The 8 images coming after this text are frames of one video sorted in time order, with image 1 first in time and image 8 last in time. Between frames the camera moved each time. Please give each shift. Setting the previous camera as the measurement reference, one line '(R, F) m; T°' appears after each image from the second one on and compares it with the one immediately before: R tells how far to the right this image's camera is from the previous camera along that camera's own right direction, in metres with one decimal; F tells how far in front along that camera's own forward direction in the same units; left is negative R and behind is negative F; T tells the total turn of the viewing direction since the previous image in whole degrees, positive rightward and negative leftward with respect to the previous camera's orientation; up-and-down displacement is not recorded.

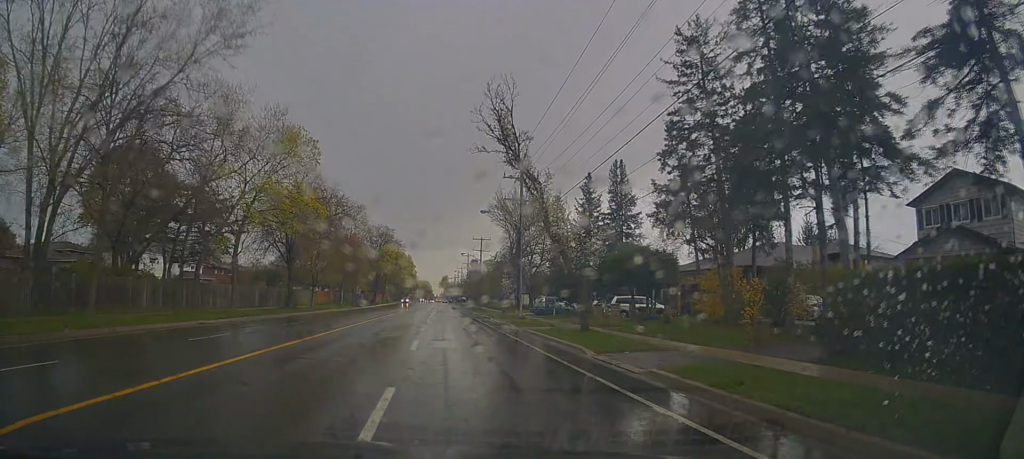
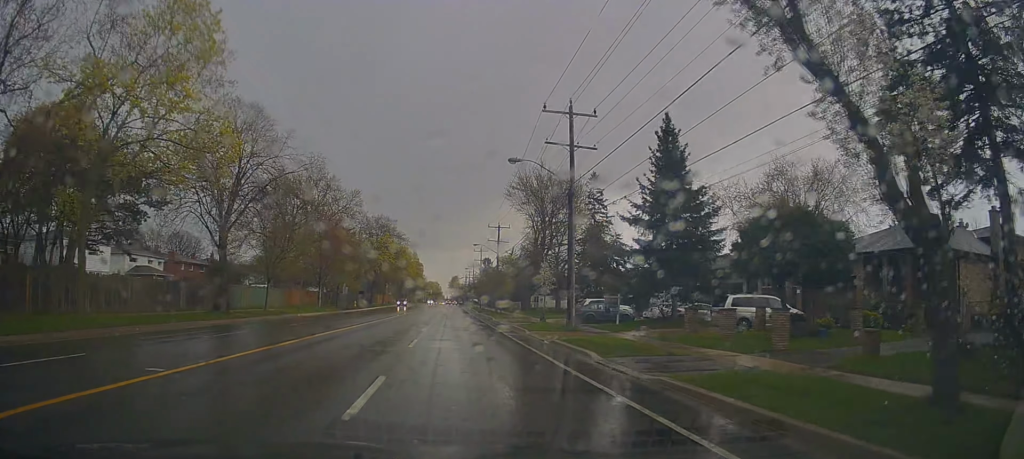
(+0.3, +16.9) m; 0°
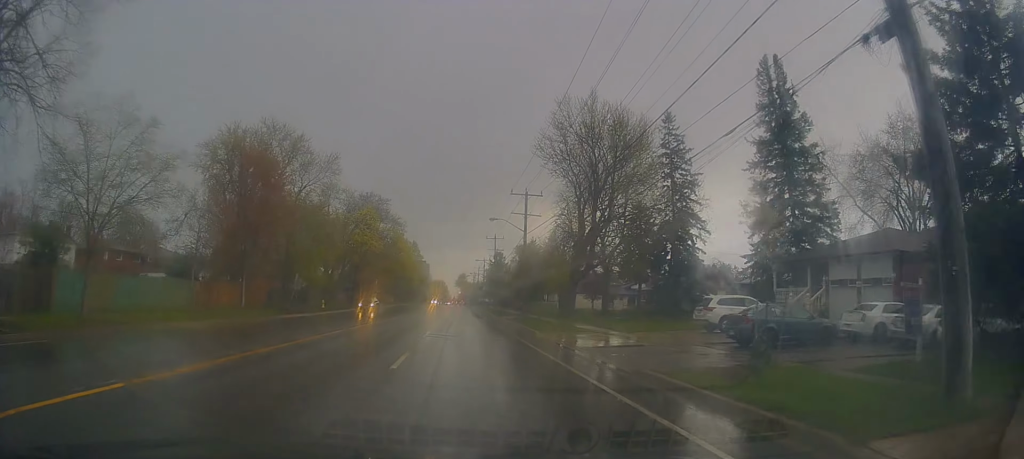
(-0.2, +22.4) m; 0°
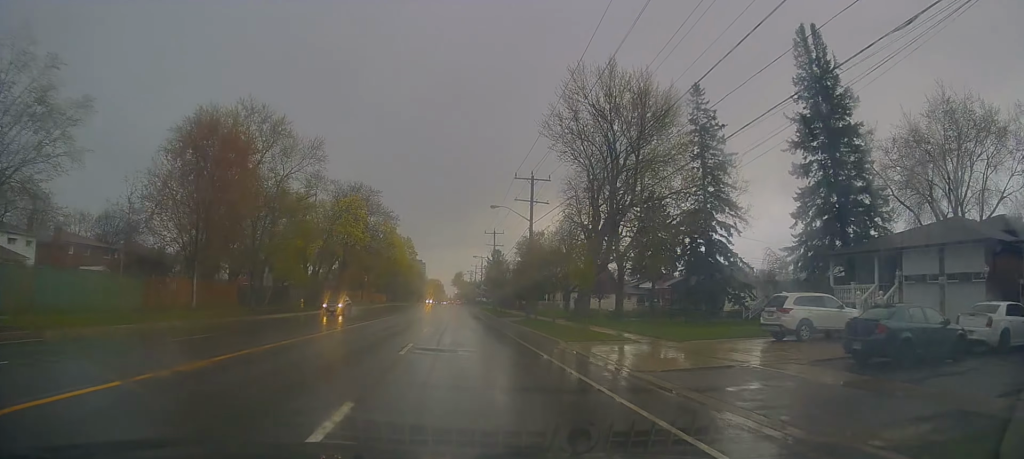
(+0.2, +6.5) m; 0°
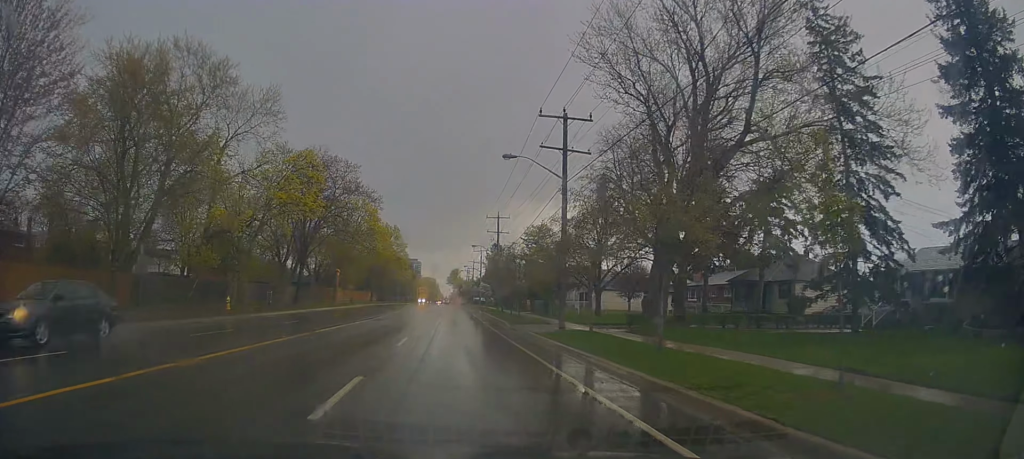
(-0.3, +16.0) m; +1°
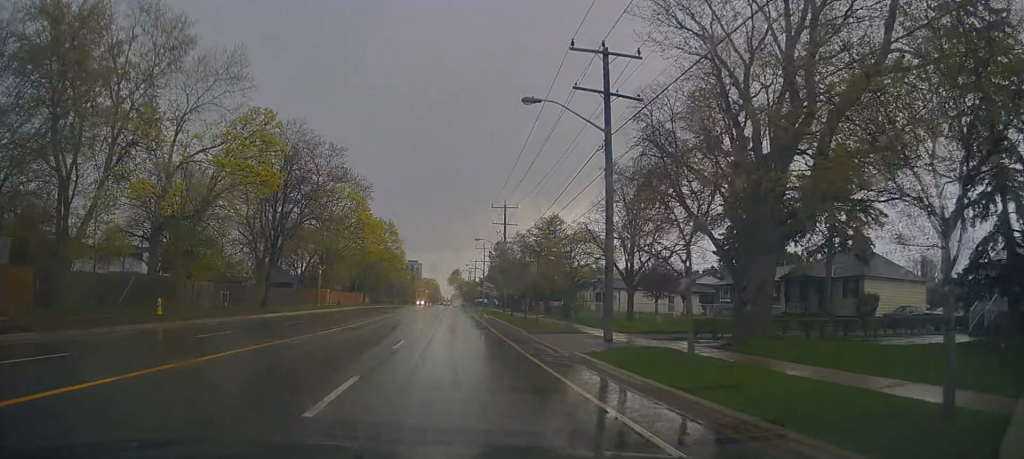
(+0.3, +8.4) m; 0°
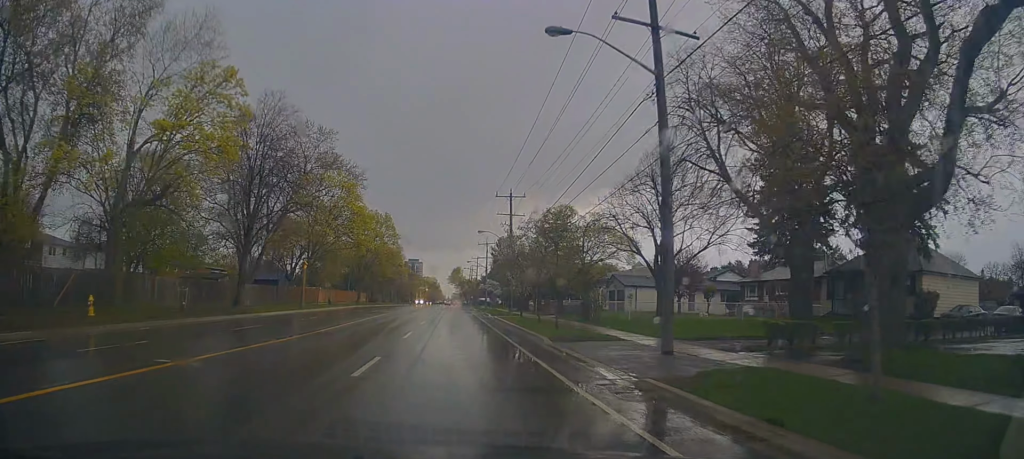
(+0.3, +6.0) m; 0°
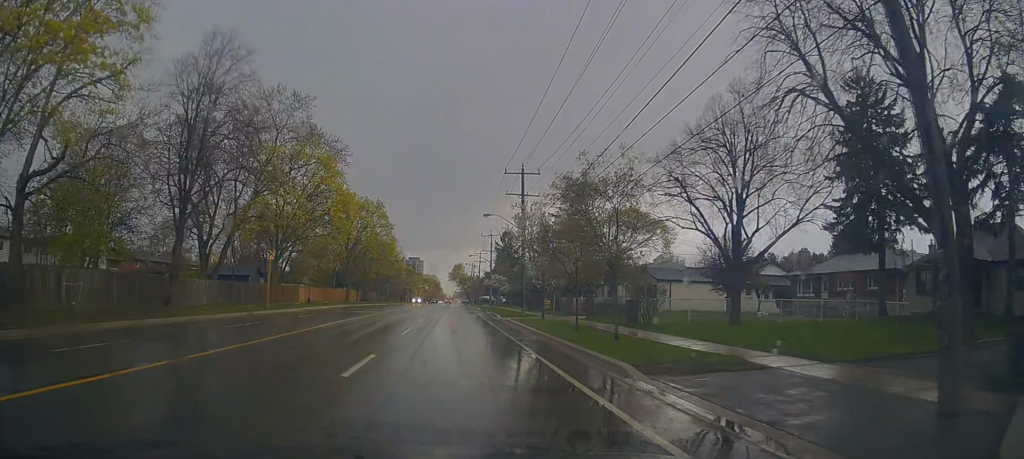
(-0.5, +9.4) m; -1°
